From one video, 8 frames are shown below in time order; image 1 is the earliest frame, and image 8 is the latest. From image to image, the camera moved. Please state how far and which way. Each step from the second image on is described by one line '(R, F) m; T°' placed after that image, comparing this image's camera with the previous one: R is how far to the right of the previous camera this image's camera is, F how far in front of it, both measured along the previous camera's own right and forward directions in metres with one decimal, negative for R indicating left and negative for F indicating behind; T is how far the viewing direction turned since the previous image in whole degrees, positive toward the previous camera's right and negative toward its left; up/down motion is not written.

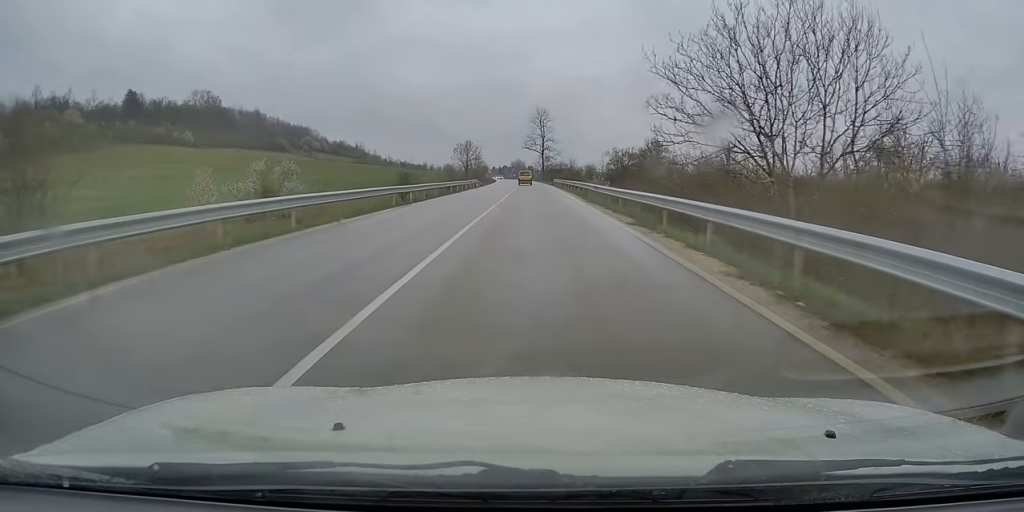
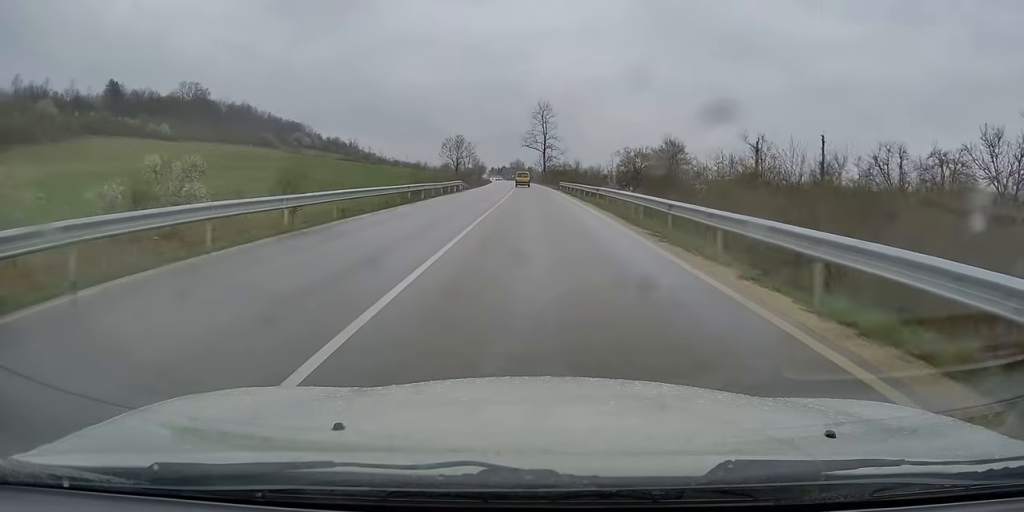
(0.0, +16.6) m; 0°
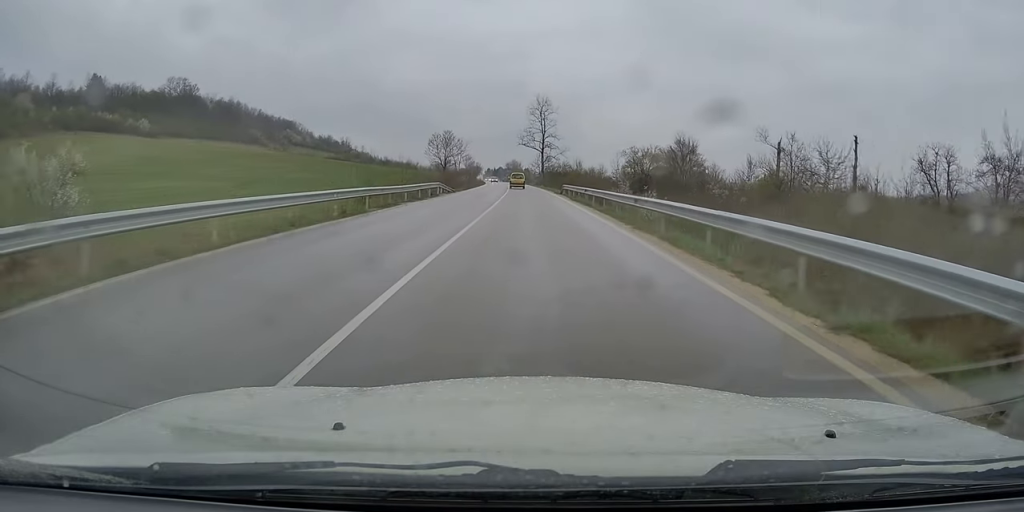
(+0.1, +11.7) m; +1°
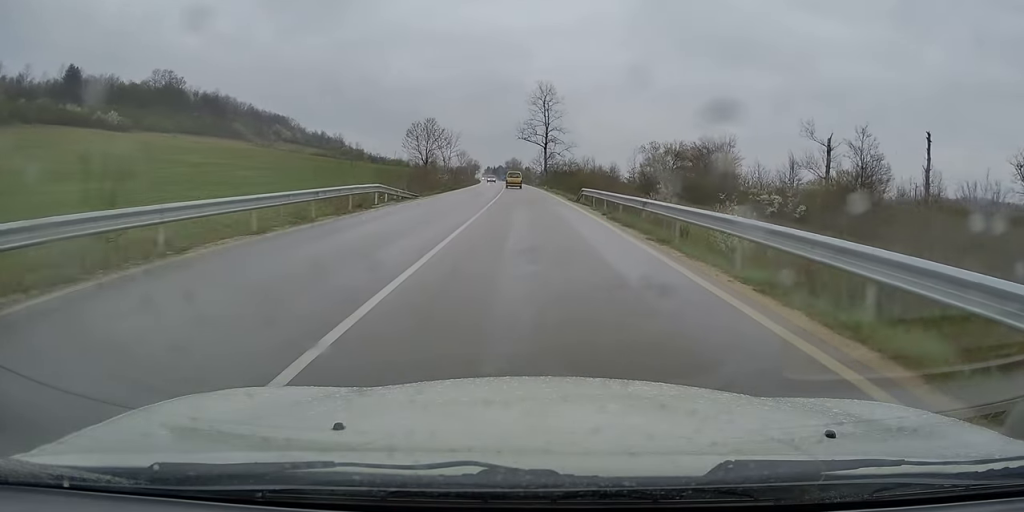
(+0.2, +17.9) m; 0°
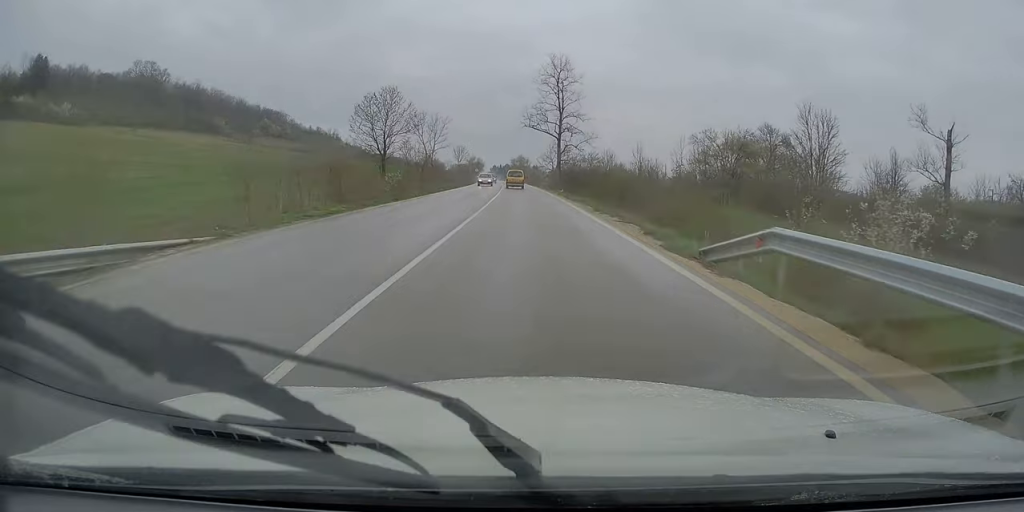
(-0.4, +25.9) m; -2°
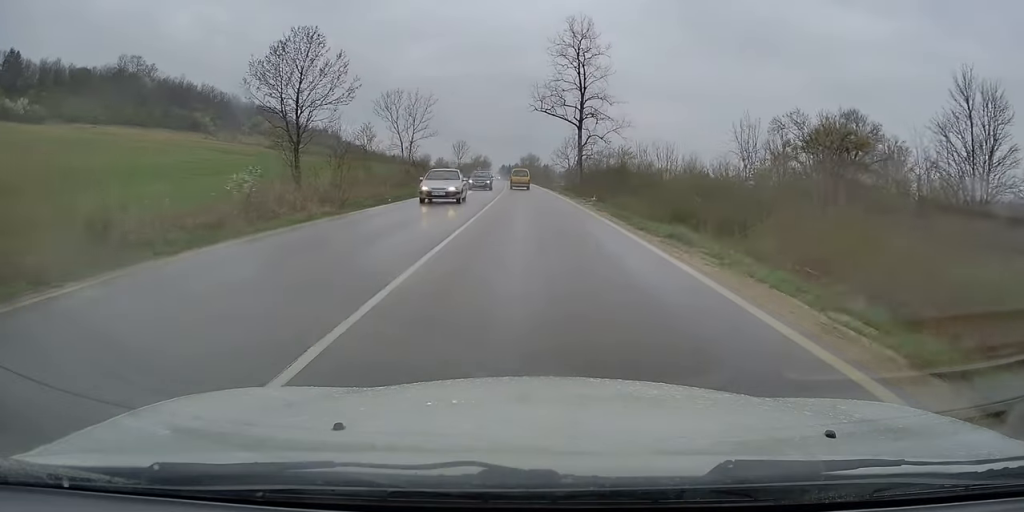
(-0.2, +21.5) m; 0°
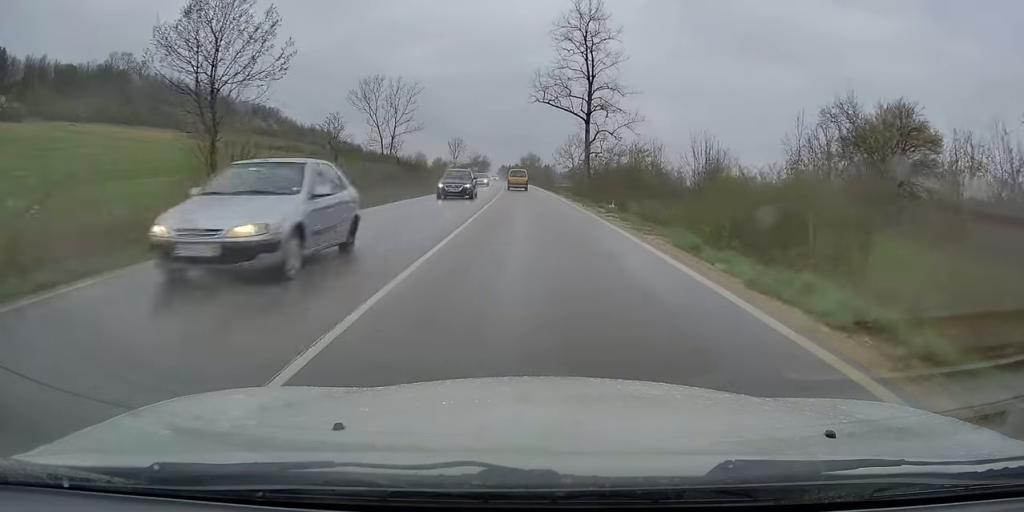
(0.0, +8.6) m; 0°
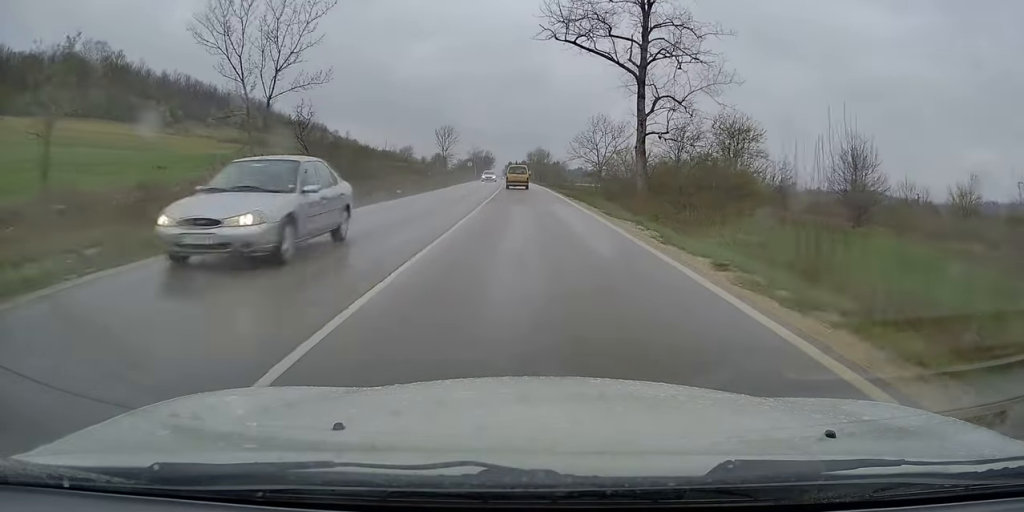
(+0.2, +26.7) m; 0°
